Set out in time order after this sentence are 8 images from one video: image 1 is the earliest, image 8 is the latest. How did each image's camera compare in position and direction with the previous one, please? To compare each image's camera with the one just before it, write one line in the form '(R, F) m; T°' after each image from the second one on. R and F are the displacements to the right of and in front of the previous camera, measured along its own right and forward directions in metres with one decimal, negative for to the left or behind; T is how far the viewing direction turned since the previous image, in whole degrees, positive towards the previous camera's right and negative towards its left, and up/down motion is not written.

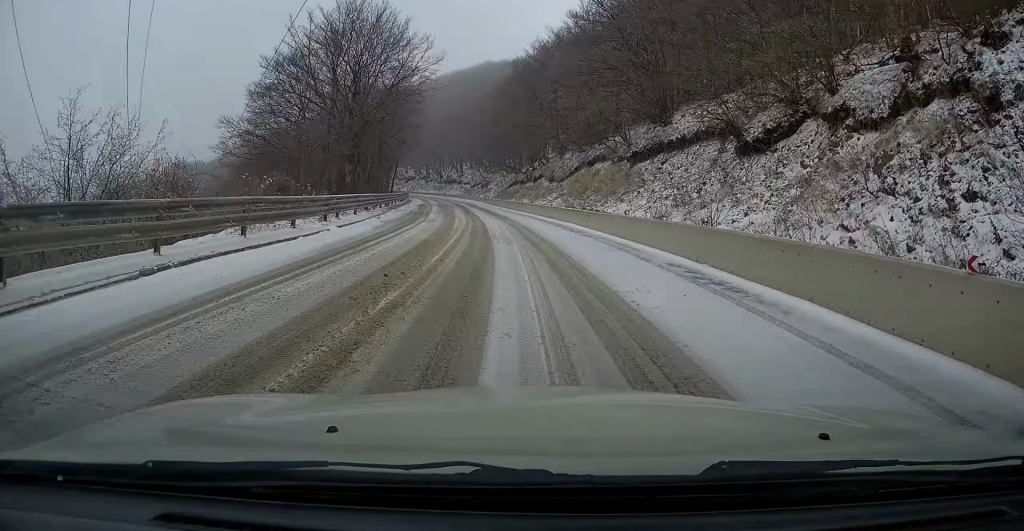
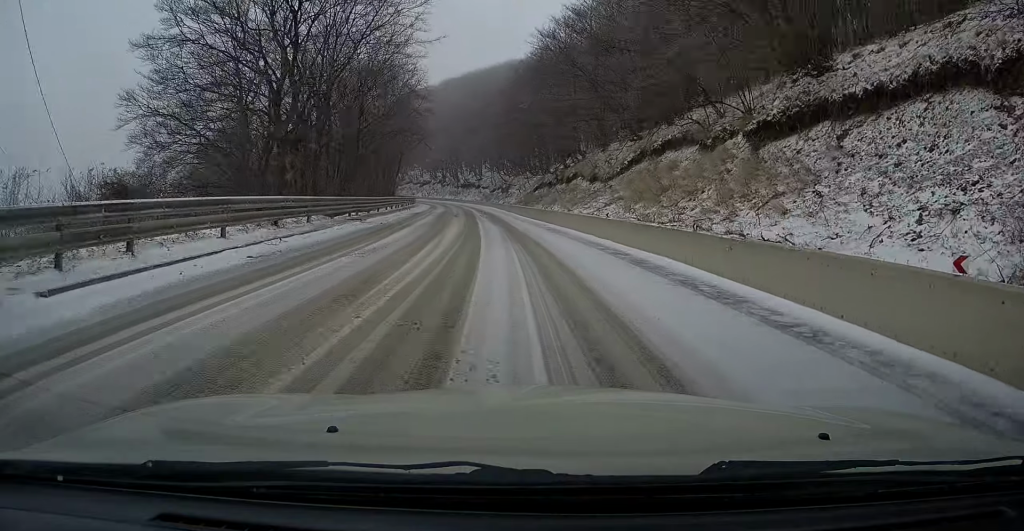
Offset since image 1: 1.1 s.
(-0.2, +14.9) m; -2°
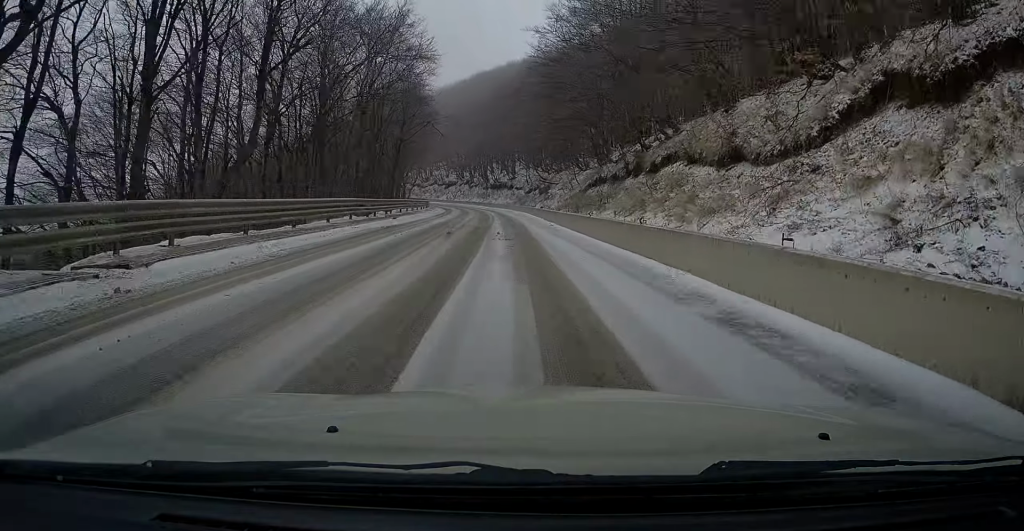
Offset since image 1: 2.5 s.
(-0.4, +21.0) m; -2°
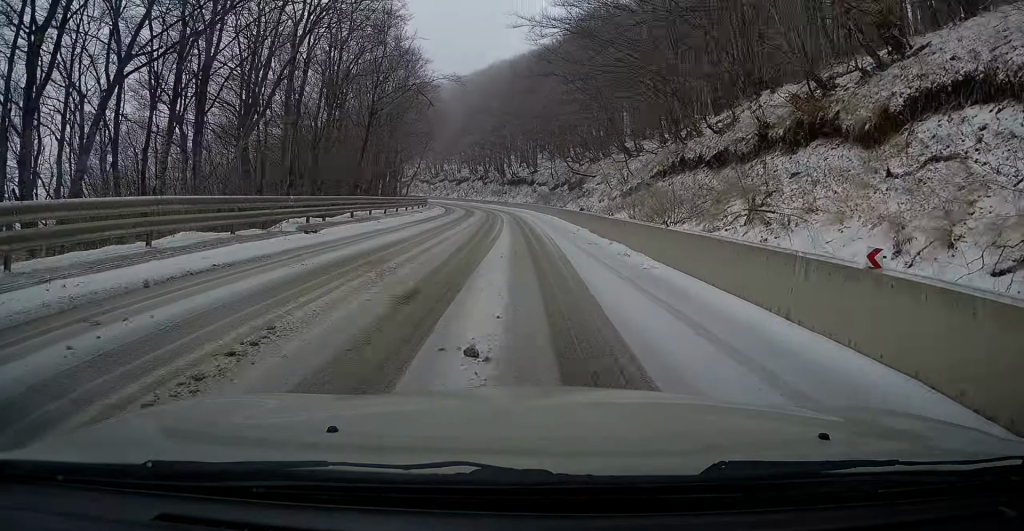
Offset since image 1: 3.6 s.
(-0.4, +18.1) m; -2°
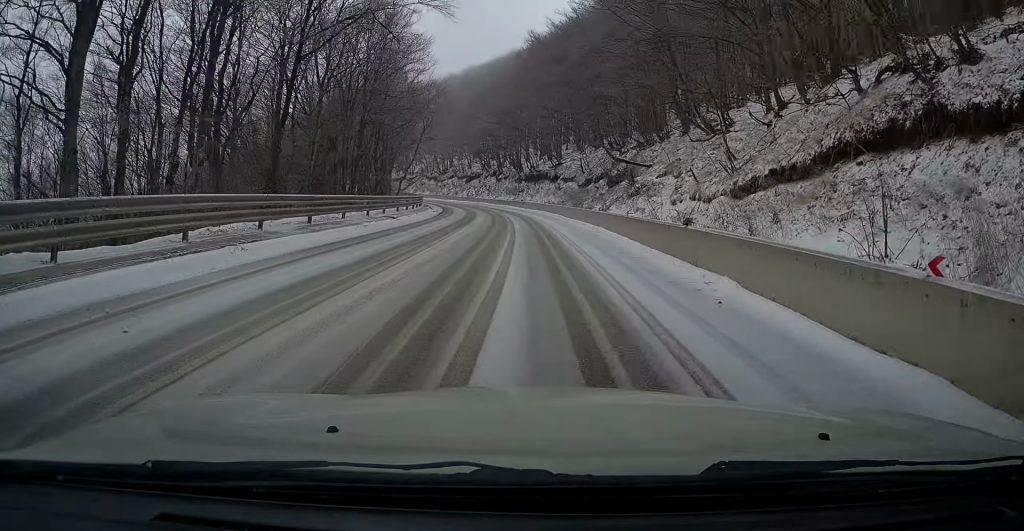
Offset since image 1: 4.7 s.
(-0.3, +16.4) m; -1°
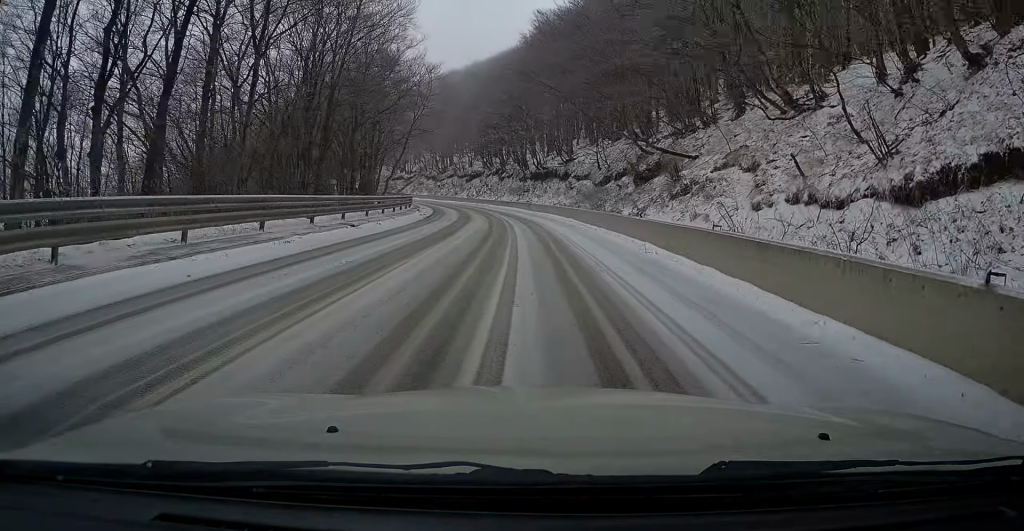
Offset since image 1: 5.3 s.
(+0.1, +8.9) m; 0°
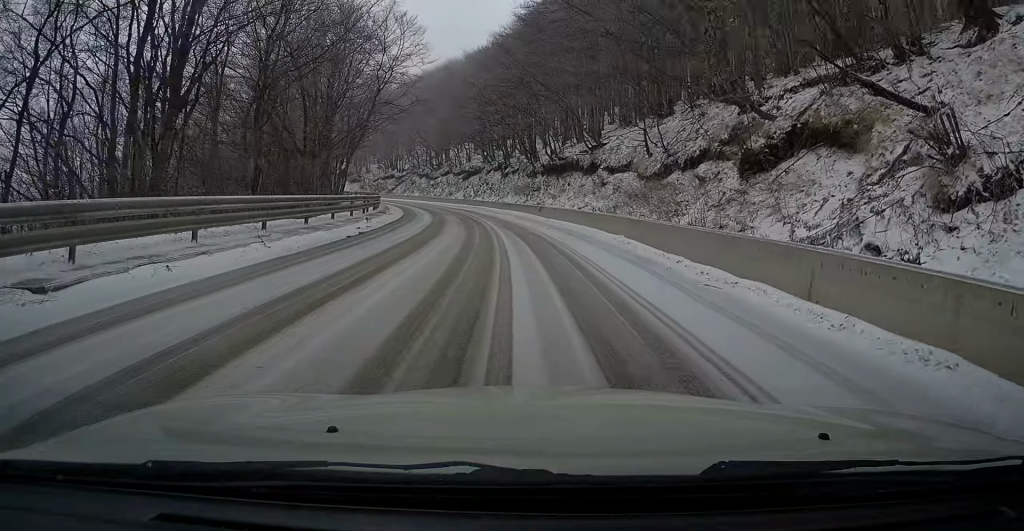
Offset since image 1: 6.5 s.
(-0.1, +16.7) m; -2°
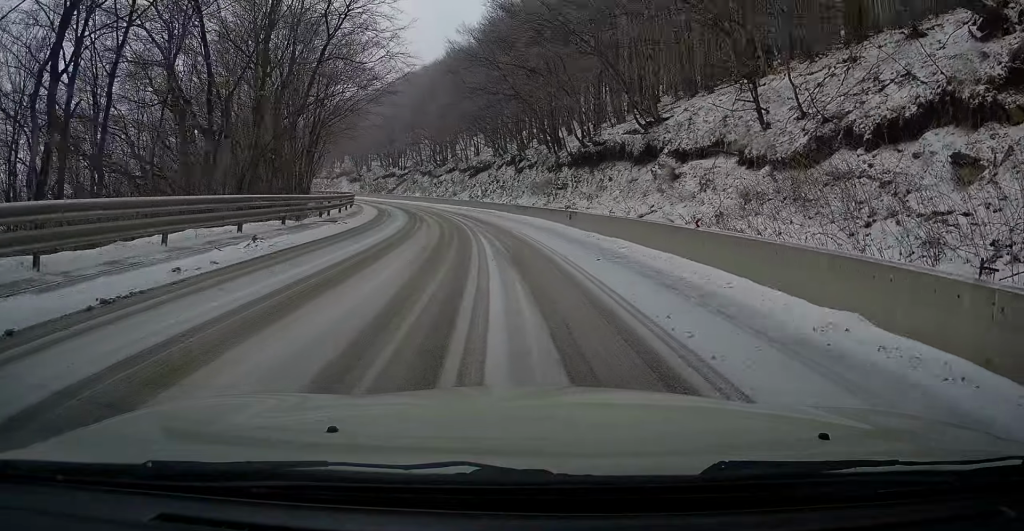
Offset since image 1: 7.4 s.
(-0.3, +13.5) m; -3°
